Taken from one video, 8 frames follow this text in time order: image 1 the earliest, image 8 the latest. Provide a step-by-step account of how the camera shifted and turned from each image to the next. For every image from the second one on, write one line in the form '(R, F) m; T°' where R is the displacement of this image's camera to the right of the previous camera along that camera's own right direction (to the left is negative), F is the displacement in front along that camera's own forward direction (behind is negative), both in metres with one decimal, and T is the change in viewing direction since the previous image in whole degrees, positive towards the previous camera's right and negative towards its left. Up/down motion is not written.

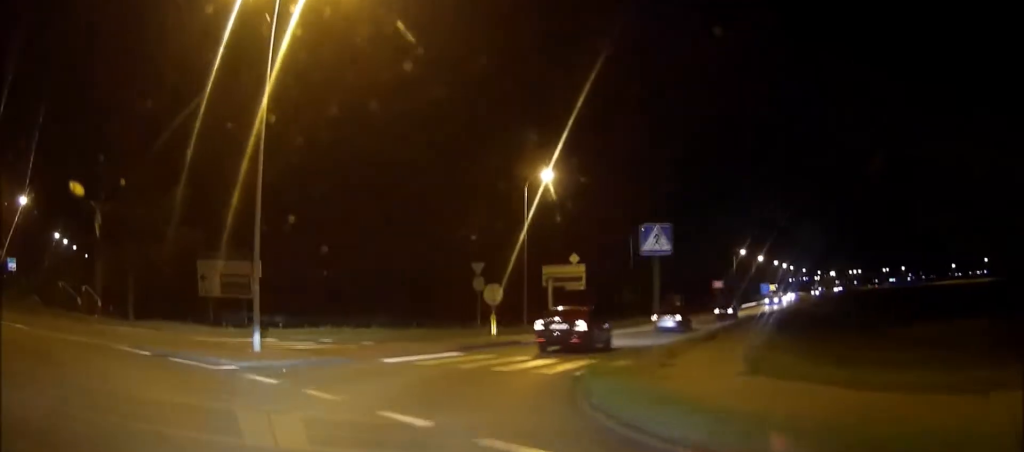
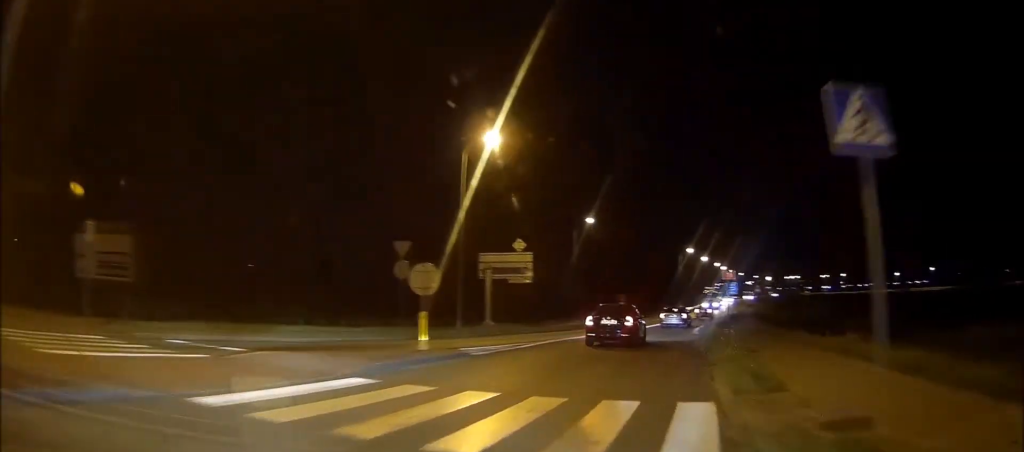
(+0.8, +12.1) m; +5°
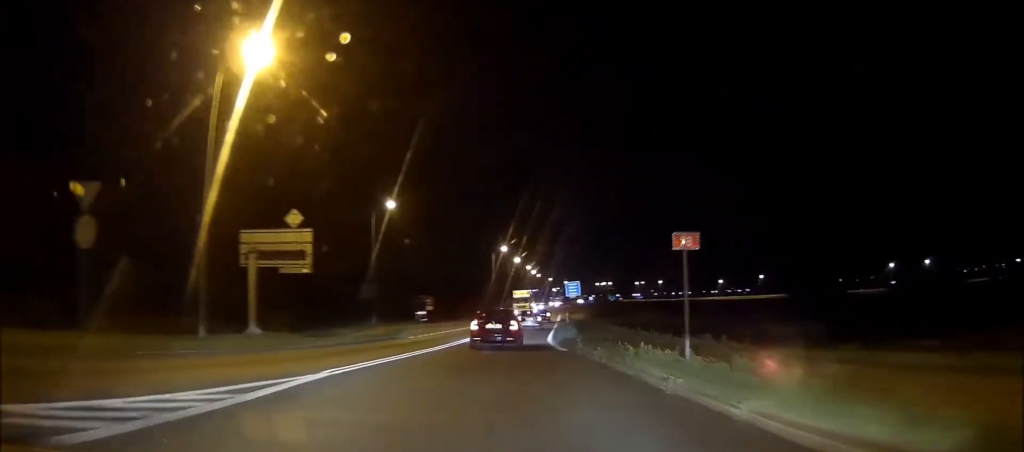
(+0.6, +16.5) m; +4°
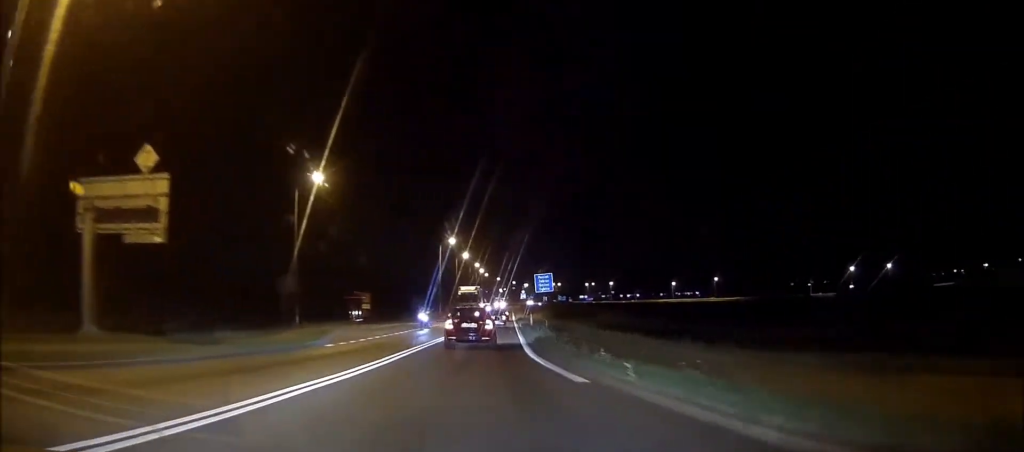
(+0.3, +12.9) m; +1°
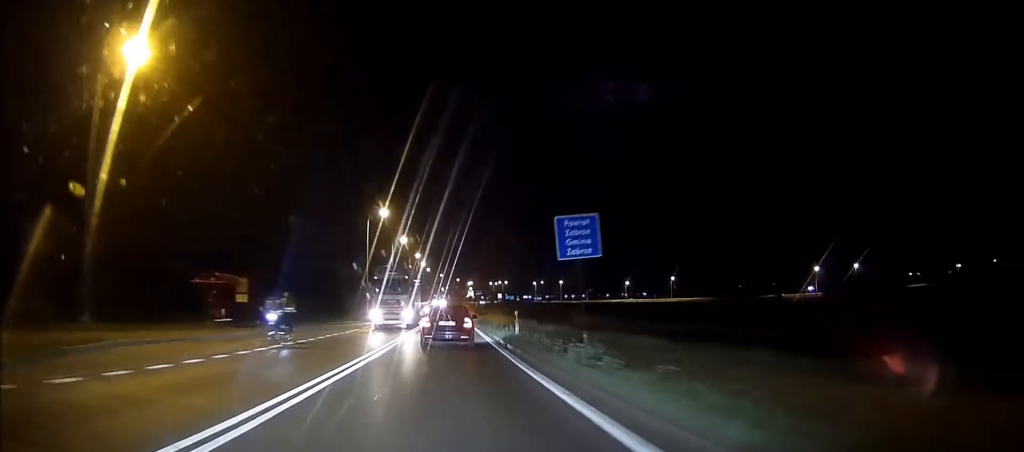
(+0.1, +25.6) m; 0°
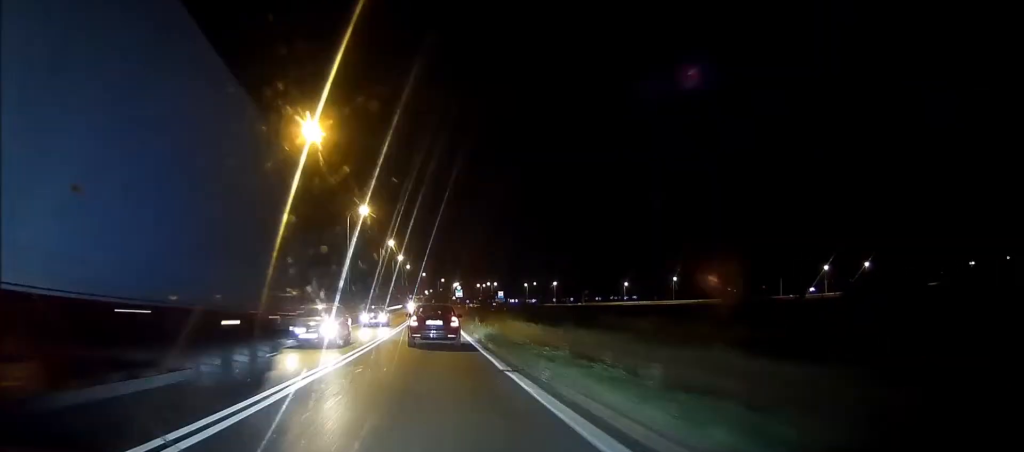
(0.0, +32.0) m; 0°
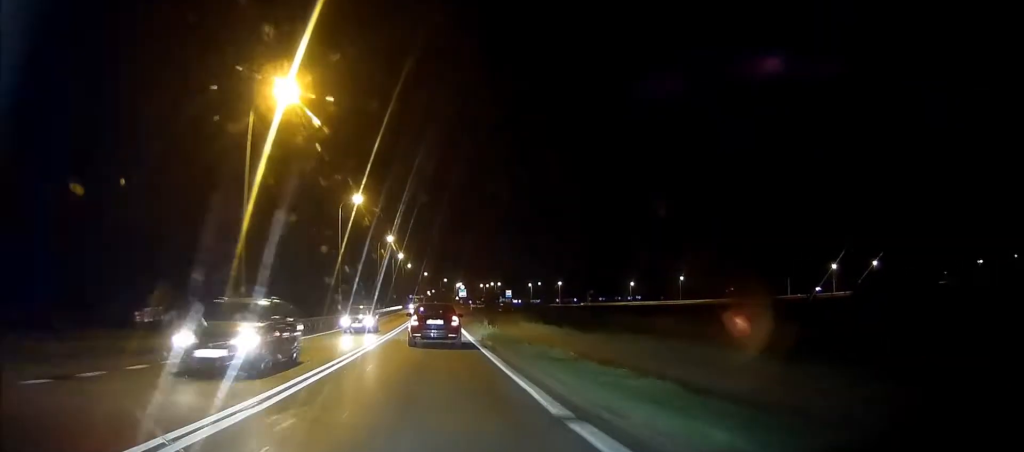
(-0.1, +7.0) m; 0°
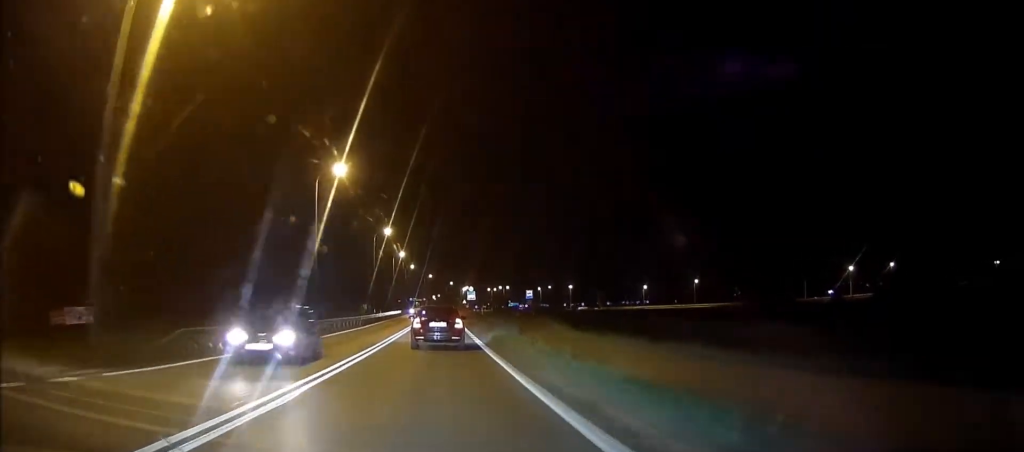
(+0.1, +13.0) m; 0°
